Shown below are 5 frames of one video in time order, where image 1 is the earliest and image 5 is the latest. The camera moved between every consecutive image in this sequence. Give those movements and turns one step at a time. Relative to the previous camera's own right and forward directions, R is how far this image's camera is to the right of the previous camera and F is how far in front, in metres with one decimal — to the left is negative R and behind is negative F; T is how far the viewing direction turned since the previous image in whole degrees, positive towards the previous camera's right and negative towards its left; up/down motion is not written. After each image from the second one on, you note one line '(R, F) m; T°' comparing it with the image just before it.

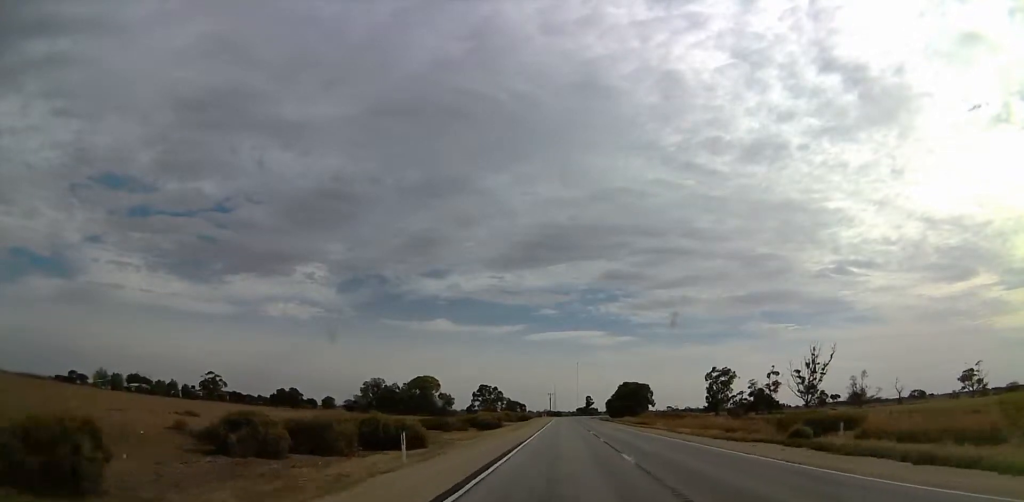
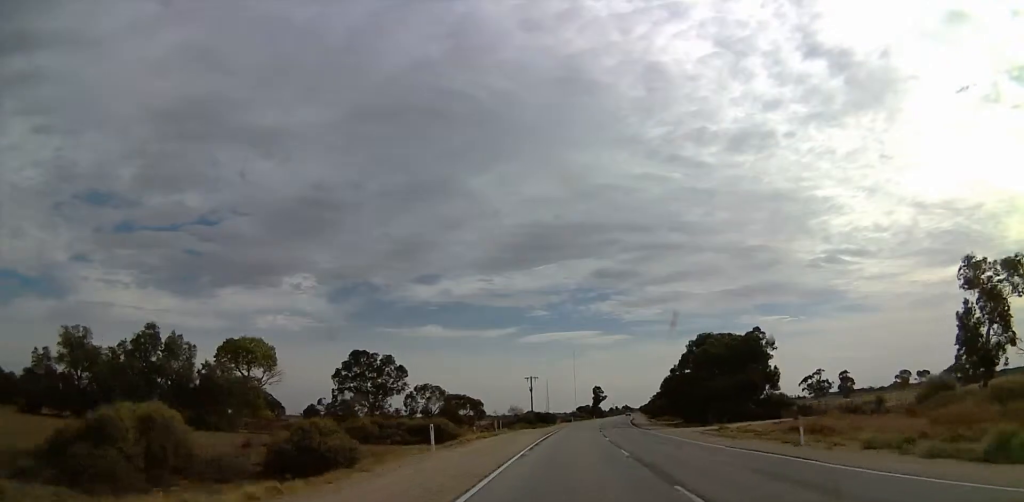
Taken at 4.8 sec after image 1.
(0.0, +129.5) m; 0°
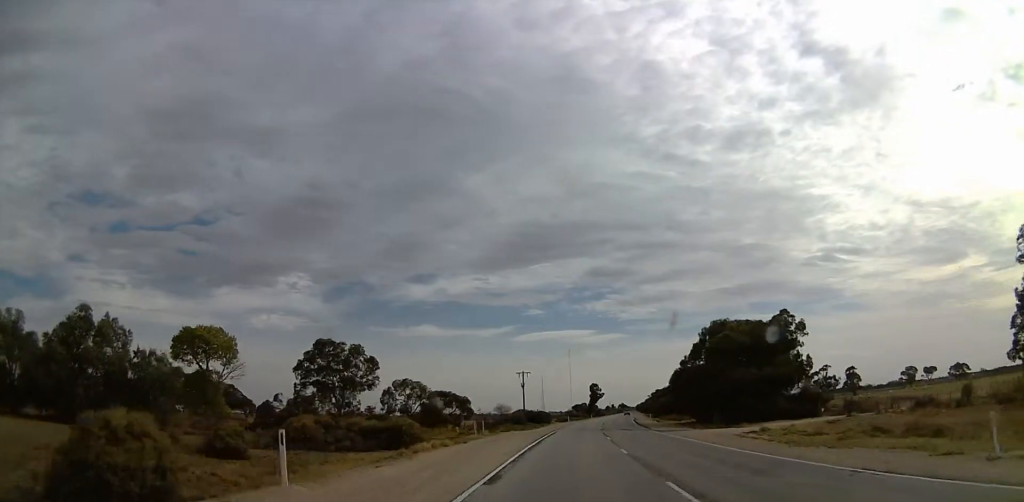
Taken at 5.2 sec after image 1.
(0.0, +11.7) m; 0°
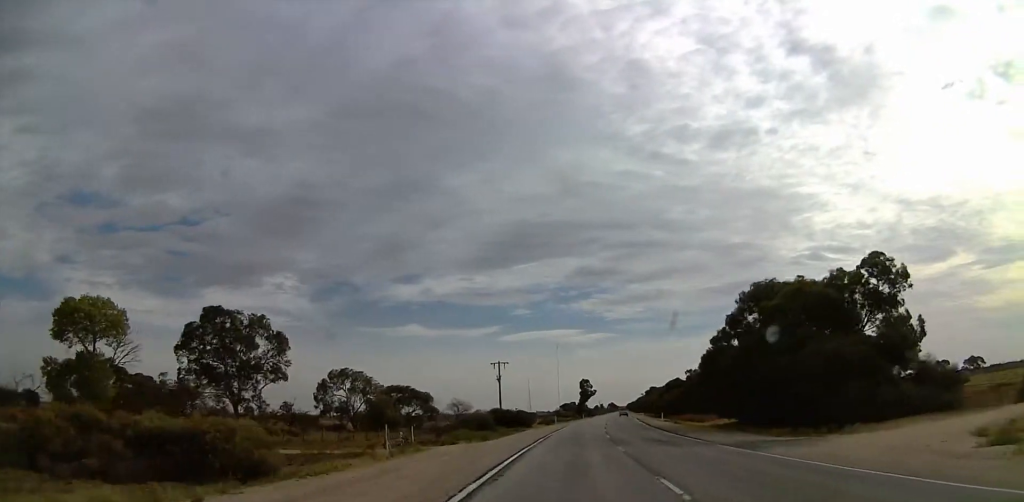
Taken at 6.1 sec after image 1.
(0.0, +23.4) m; +2°
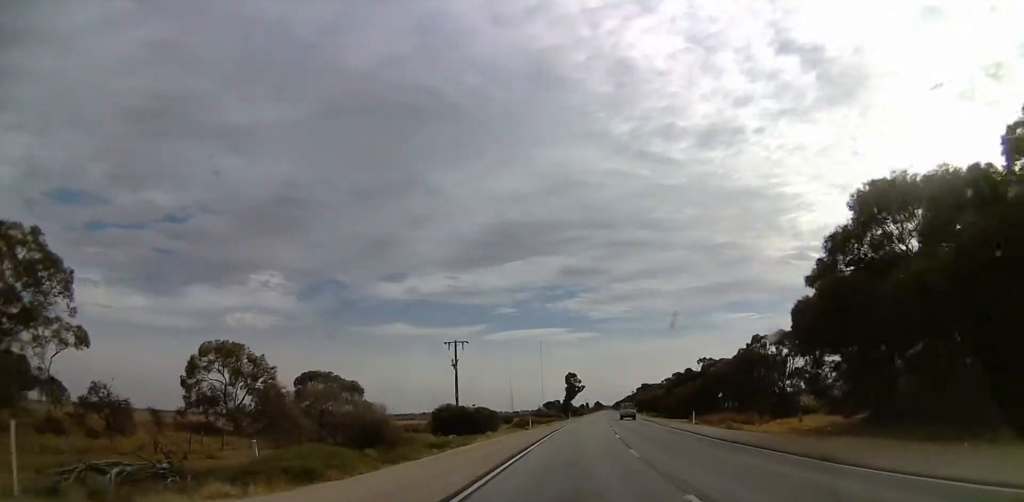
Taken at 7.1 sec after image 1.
(+0.8, +27.0) m; +1°
